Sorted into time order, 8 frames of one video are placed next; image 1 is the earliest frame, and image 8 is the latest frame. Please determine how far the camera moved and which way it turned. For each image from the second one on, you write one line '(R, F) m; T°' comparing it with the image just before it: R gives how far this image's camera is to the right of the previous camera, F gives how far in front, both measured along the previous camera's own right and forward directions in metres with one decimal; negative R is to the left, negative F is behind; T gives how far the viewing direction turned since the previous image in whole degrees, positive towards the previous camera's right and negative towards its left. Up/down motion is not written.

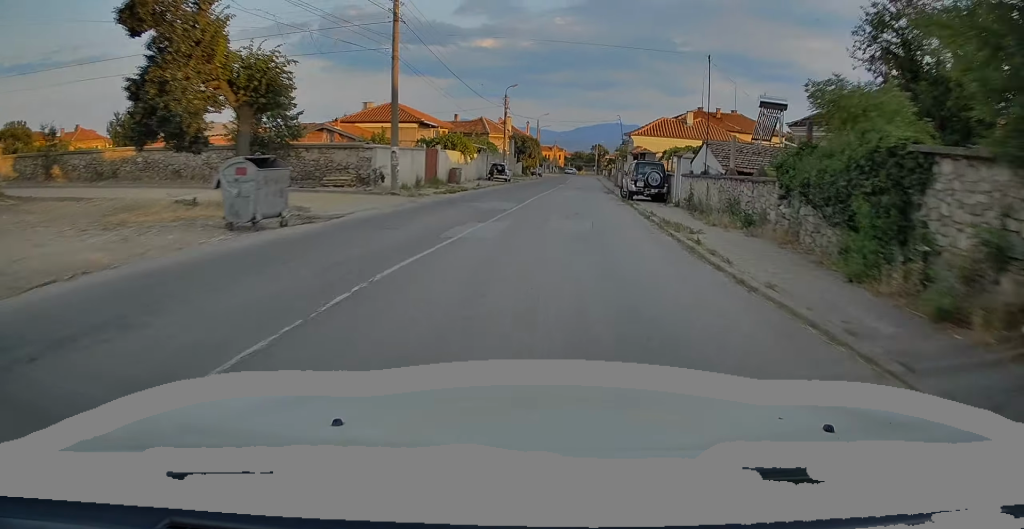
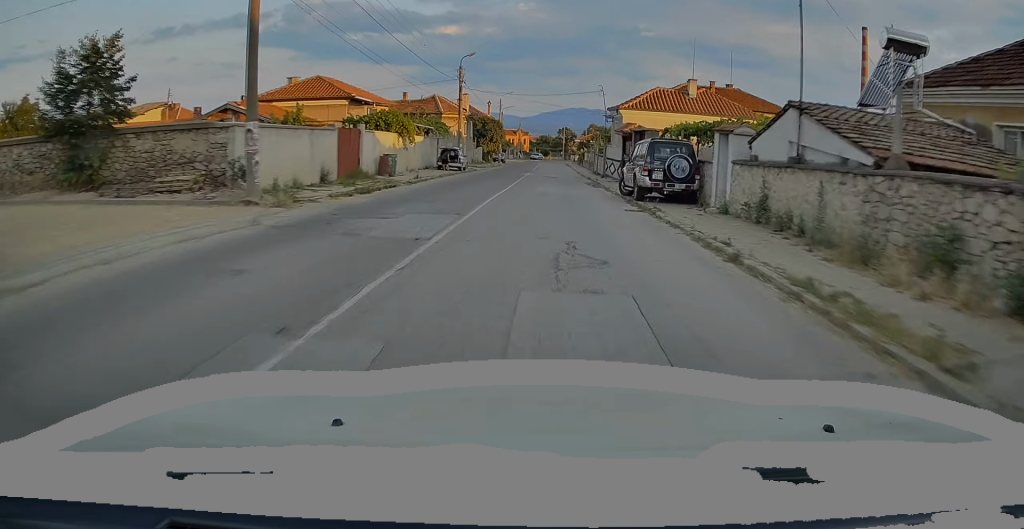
(+0.4, +10.4) m; +3°
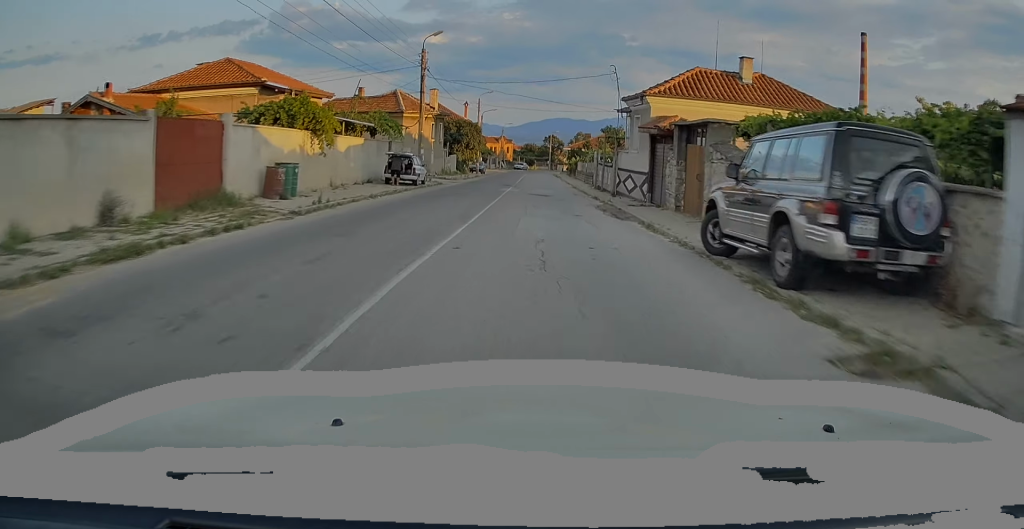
(+0.1, +11.8) m; +1°
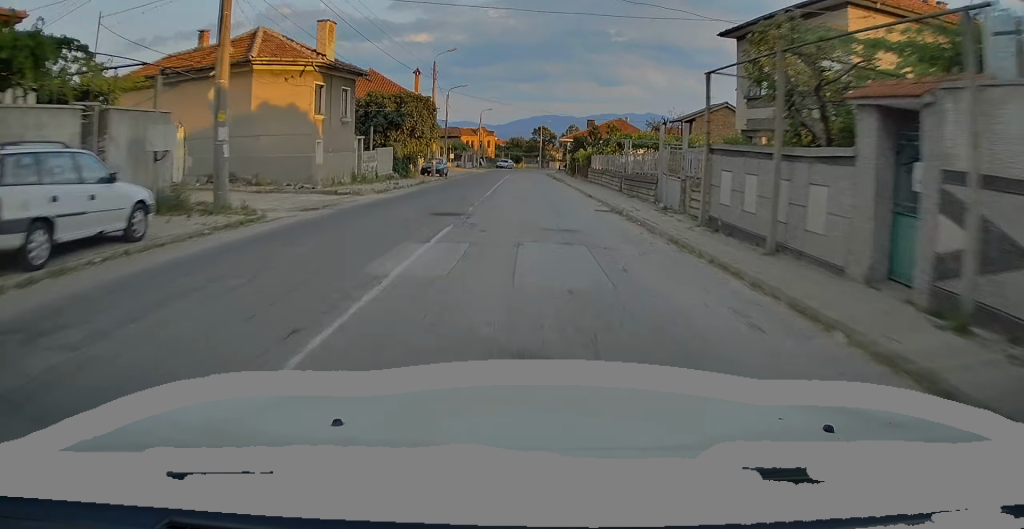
(+0.7, +24.7) m; +2°
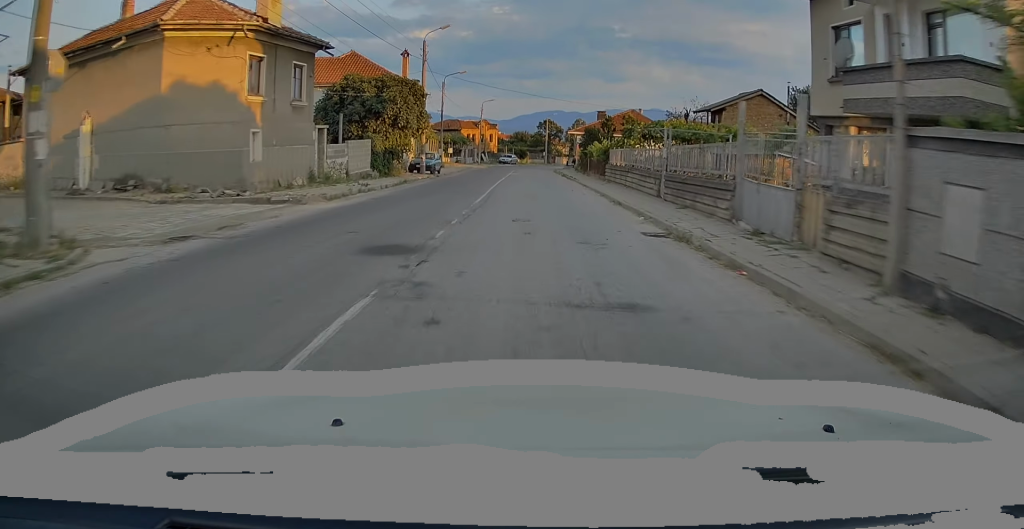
(-0.1, +6.6) m; 0°
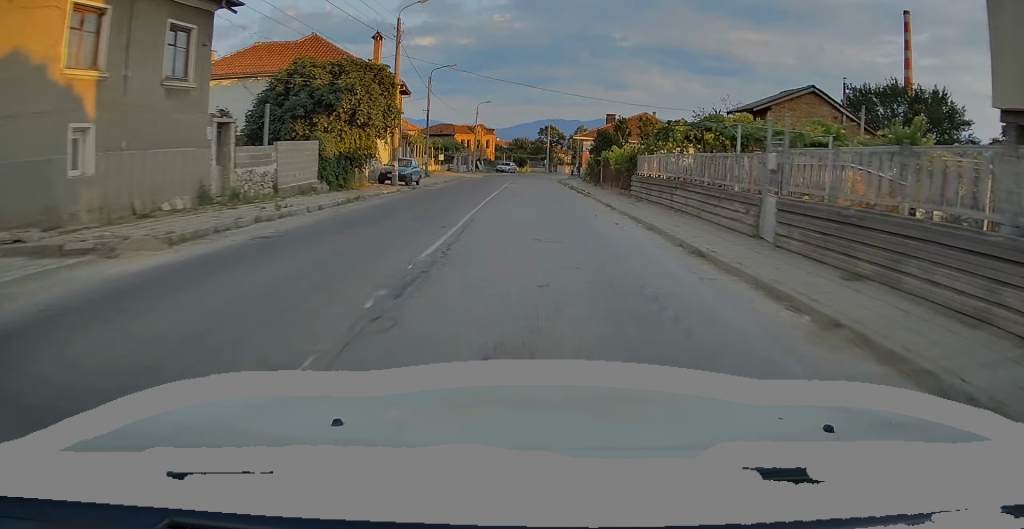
(-0.1, +8.4) m; 0°
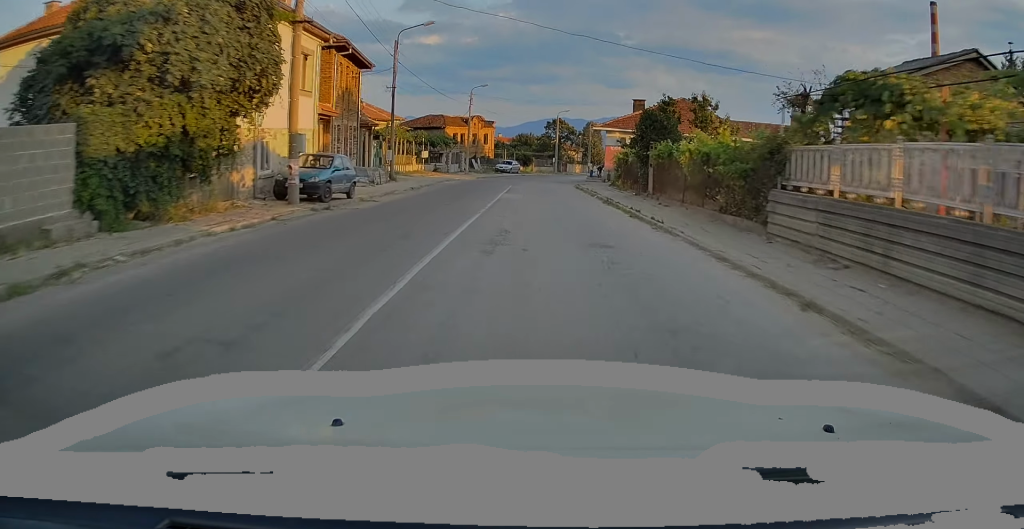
(+0.1, +14.3) m; 0°
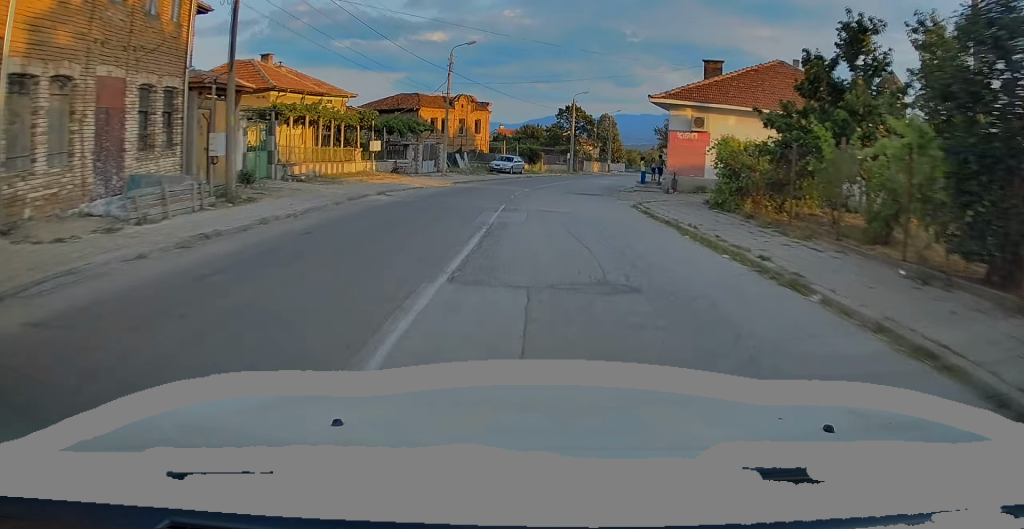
(-0.2, +20.2) m; 0°
